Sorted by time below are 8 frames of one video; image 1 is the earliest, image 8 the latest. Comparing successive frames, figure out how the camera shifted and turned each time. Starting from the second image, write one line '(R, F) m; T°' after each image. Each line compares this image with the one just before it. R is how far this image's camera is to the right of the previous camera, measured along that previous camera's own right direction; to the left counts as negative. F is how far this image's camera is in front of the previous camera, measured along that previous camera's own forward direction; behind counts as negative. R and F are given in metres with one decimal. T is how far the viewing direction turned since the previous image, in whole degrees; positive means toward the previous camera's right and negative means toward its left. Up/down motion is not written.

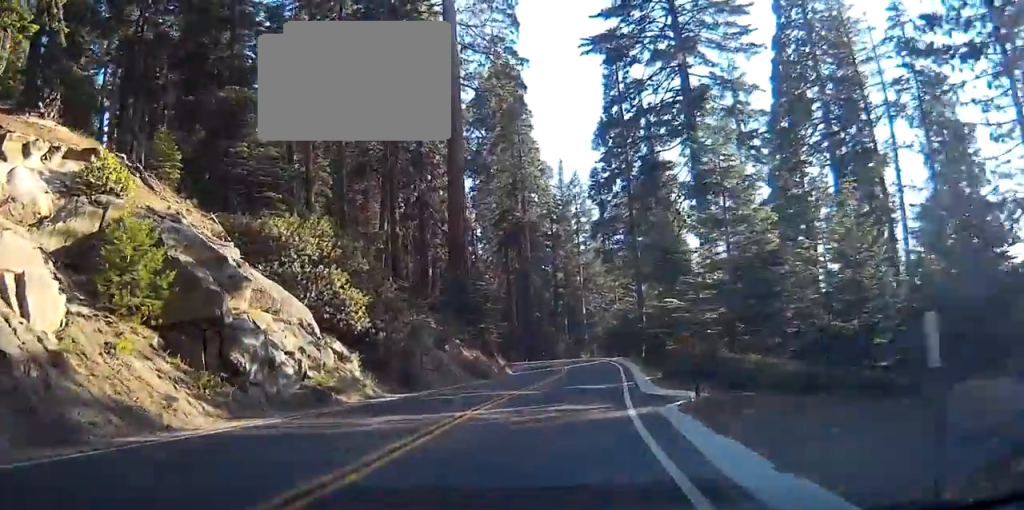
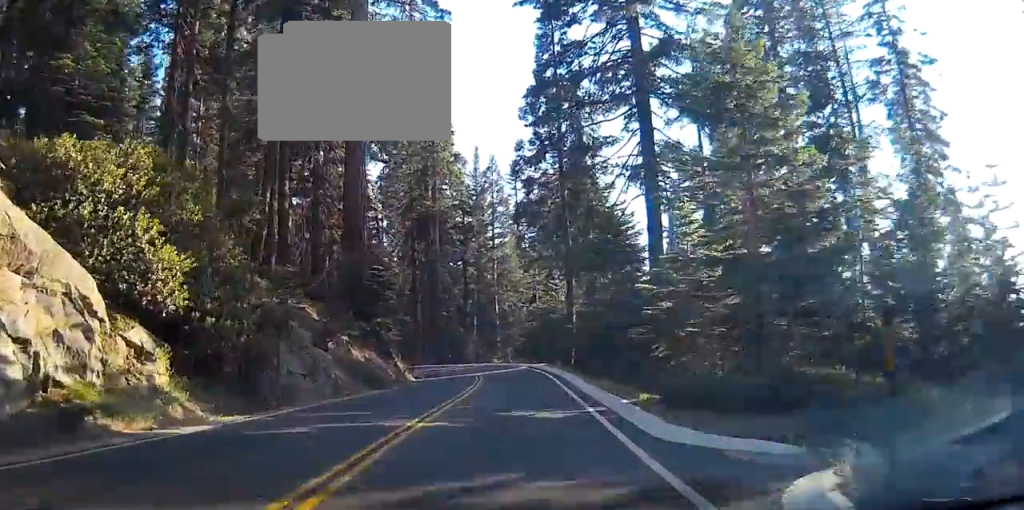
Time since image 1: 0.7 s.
(0.0, +8.8) m; 0°
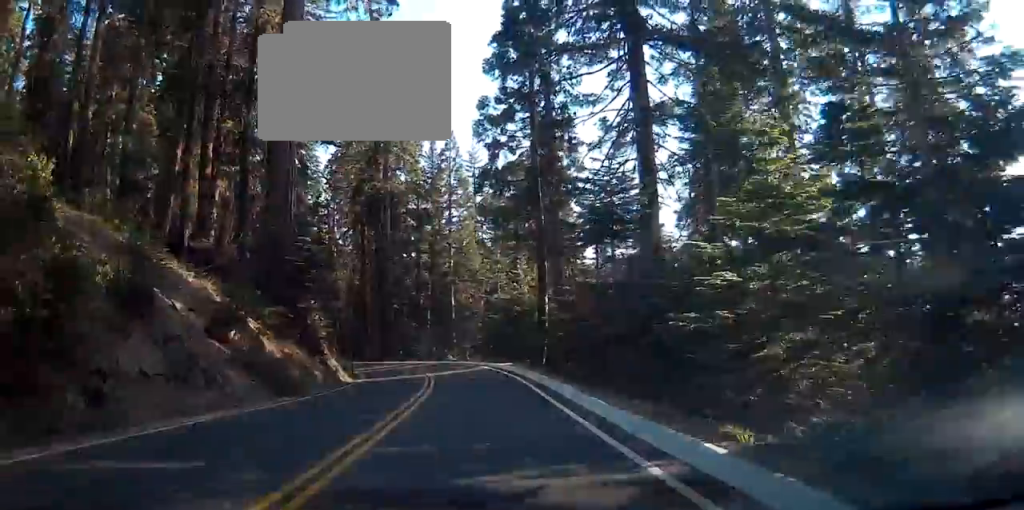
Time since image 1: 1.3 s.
(0.0, +7.7) m; +1°
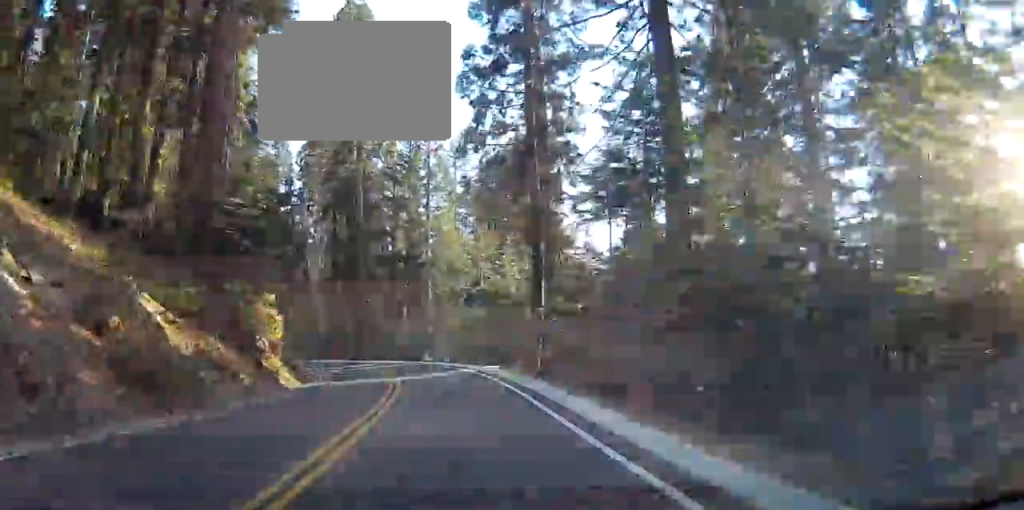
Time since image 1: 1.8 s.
(-0.1, +7.0) m; +2°
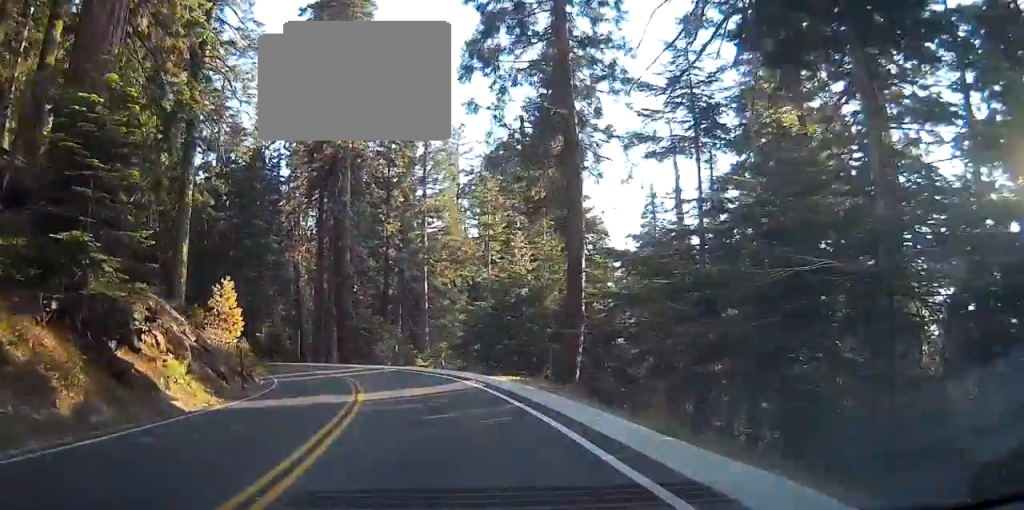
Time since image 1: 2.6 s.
(+0.4, +9.9) m; +2°
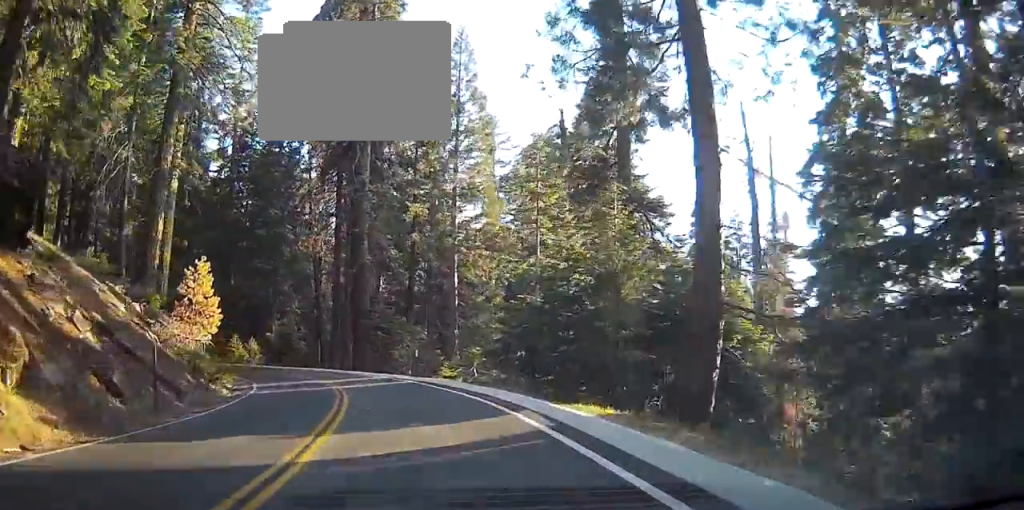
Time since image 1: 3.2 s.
(+0.2, +9.0) m; +1°
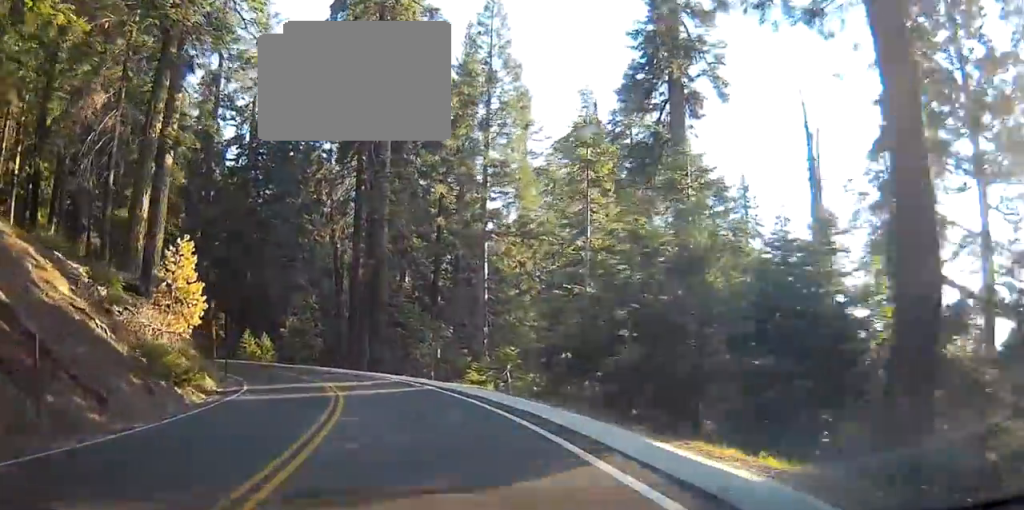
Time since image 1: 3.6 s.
(+0.1, +5.5) m; -1°
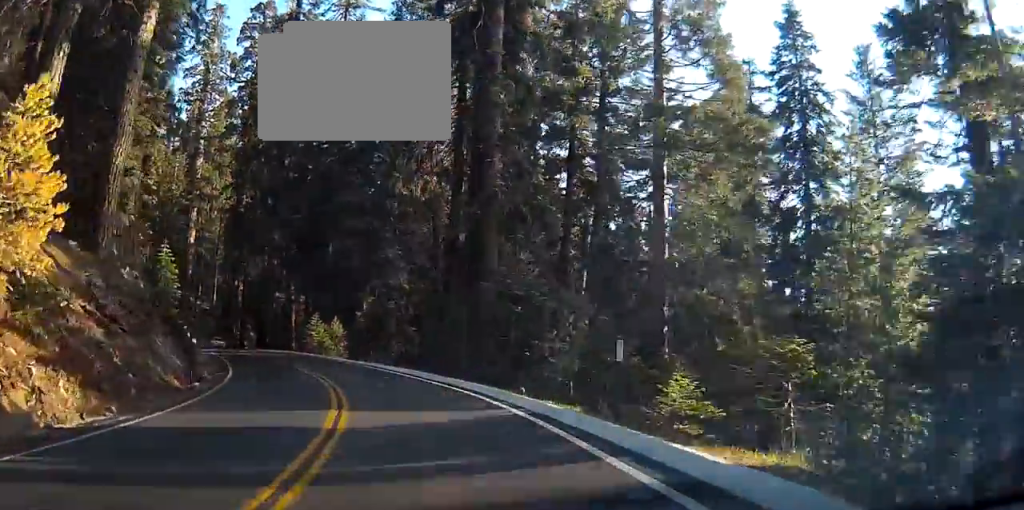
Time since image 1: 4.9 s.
(-0.8, +17.3) m; -7°
